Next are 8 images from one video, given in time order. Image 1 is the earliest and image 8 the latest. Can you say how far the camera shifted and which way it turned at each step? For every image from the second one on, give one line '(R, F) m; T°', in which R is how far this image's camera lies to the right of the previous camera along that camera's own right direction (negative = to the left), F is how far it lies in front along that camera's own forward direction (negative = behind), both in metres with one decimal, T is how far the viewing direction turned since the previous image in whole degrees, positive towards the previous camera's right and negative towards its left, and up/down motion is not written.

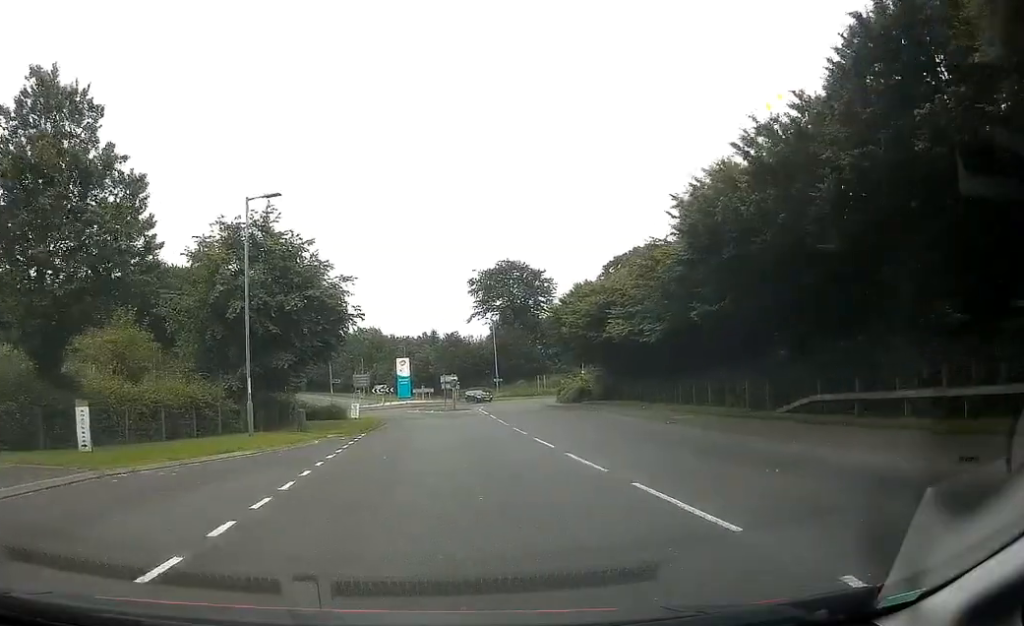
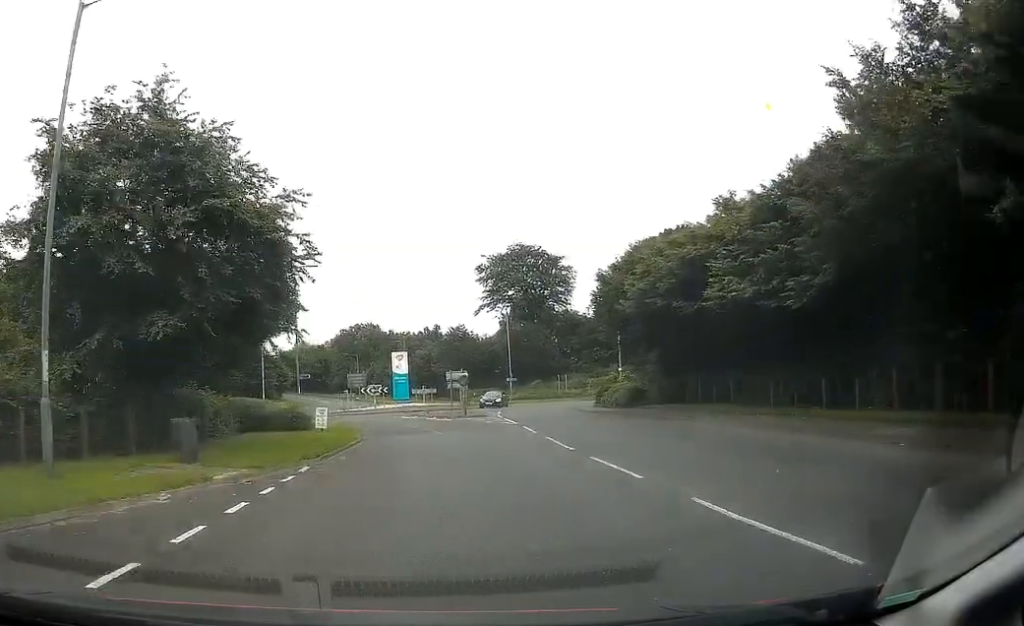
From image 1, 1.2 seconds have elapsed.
(-0.1, +13.2) m; -1°
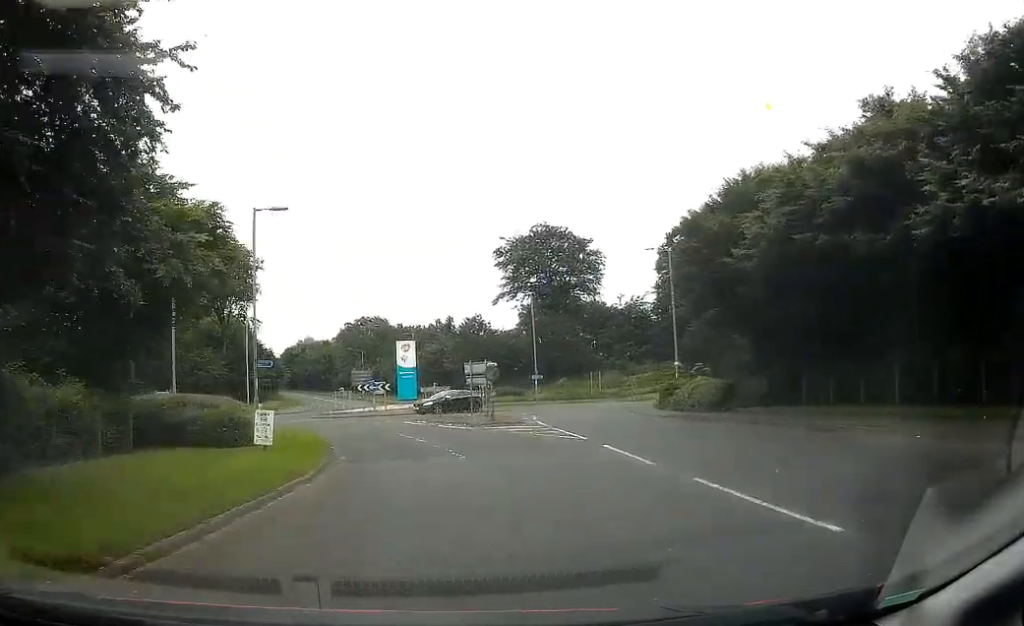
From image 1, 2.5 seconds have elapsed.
(0.0, +11.4) m; 0°
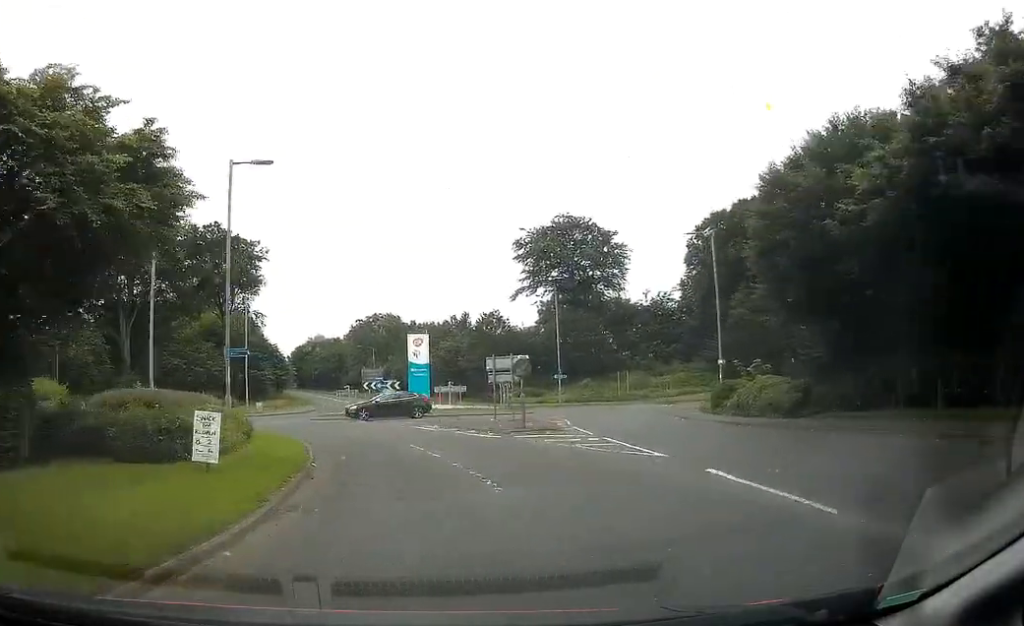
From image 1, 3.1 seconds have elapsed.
(0.0, +5.3) m; -1°
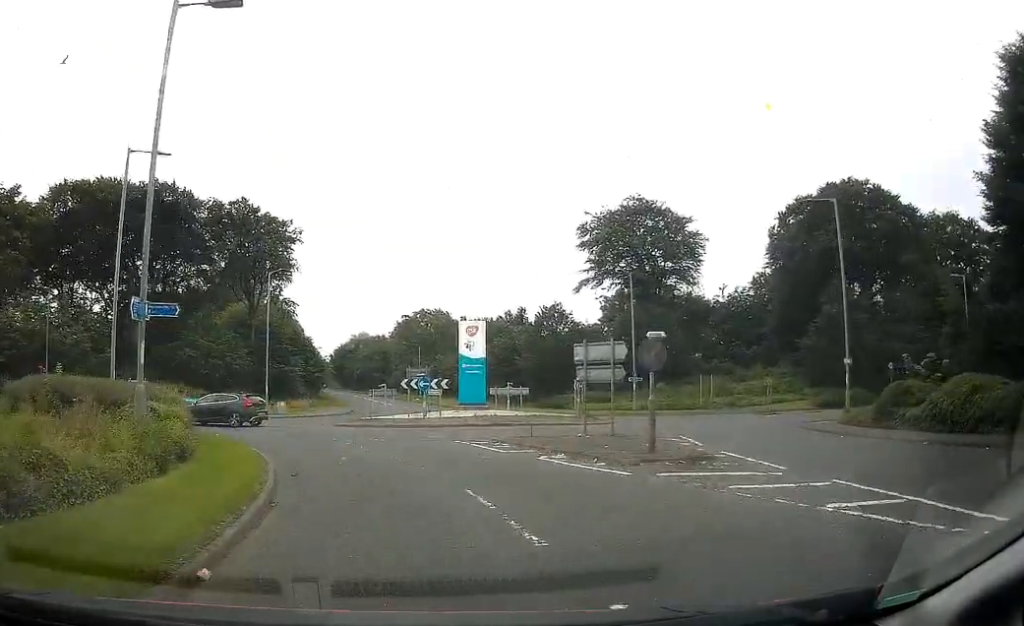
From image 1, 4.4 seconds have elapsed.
(-0.3, +9.0) m; -4°
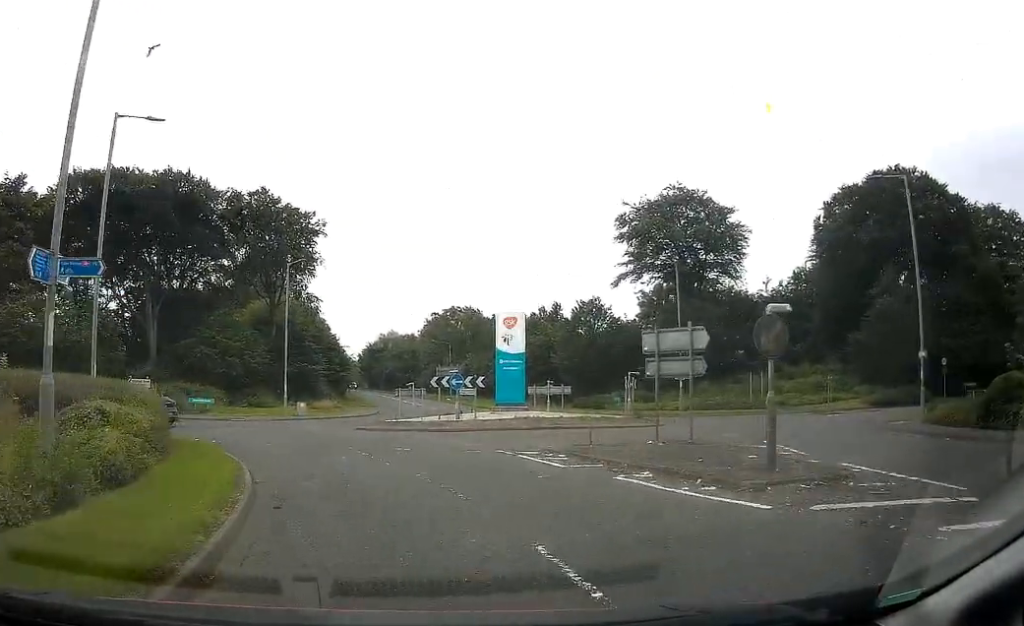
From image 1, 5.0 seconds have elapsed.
(-0.1, +3.9) m; -2°
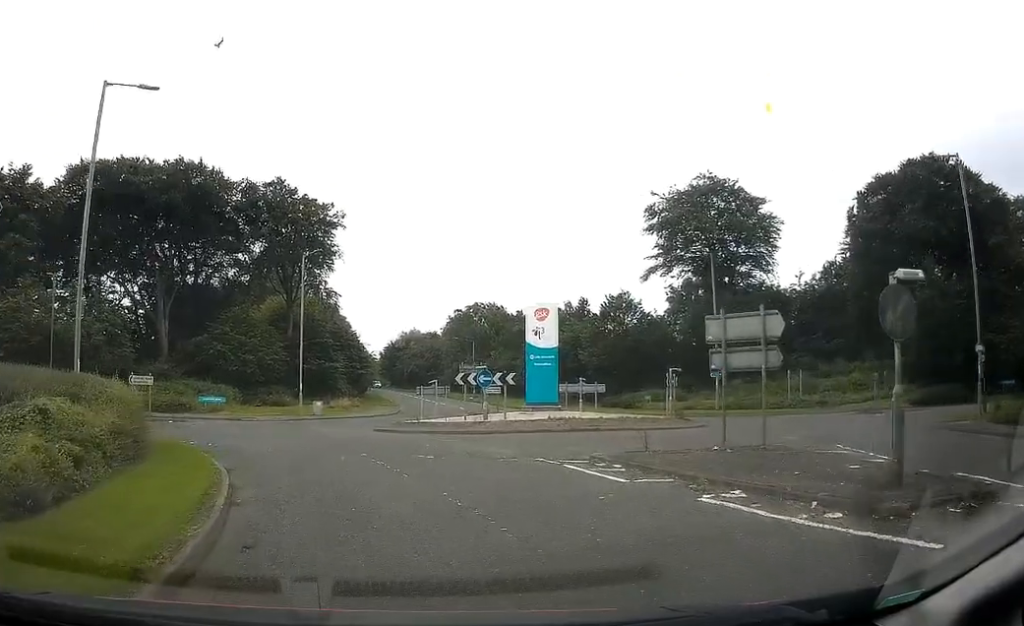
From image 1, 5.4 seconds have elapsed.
(0.0, +2.6) m; -1°
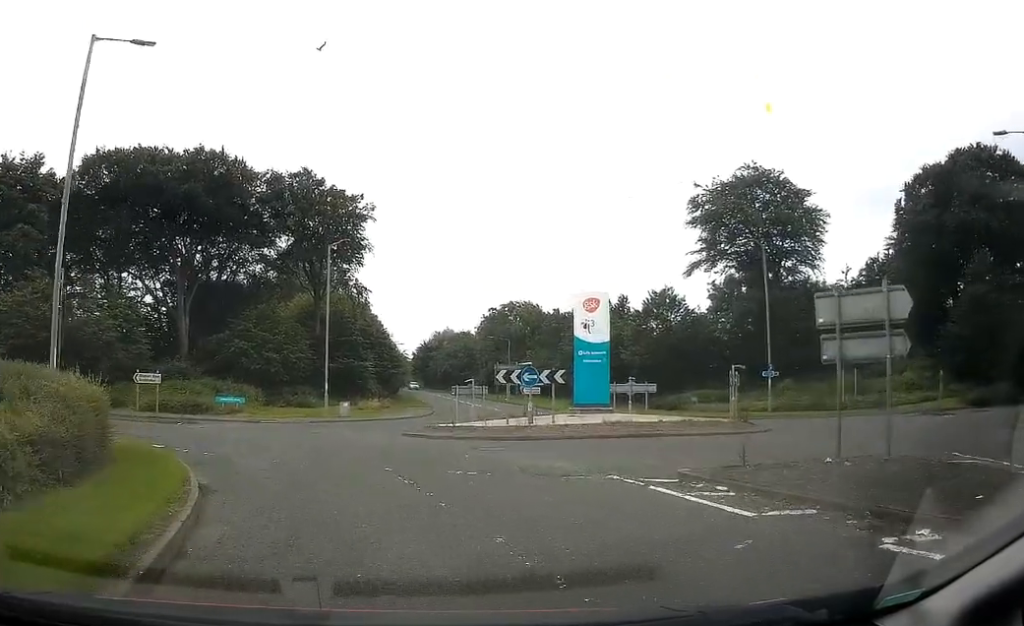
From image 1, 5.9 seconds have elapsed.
(0.0, +3.0) m; -2°
